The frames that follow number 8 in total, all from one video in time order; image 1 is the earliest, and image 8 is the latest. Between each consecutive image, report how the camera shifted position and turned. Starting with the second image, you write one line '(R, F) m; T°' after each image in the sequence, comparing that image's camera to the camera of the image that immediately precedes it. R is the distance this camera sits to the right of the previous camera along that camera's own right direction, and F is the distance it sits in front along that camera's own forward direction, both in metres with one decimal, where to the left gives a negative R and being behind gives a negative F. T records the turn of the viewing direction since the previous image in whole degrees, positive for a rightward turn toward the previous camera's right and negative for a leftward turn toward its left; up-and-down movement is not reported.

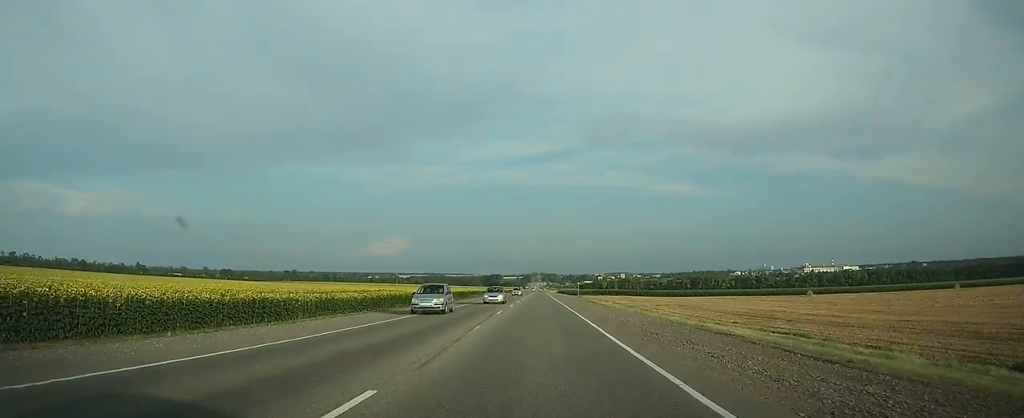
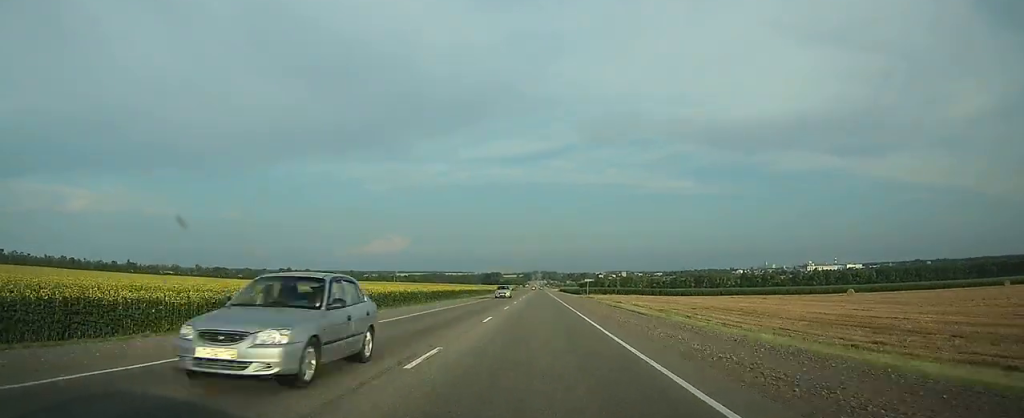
(0.0, +21.5) m; 0°
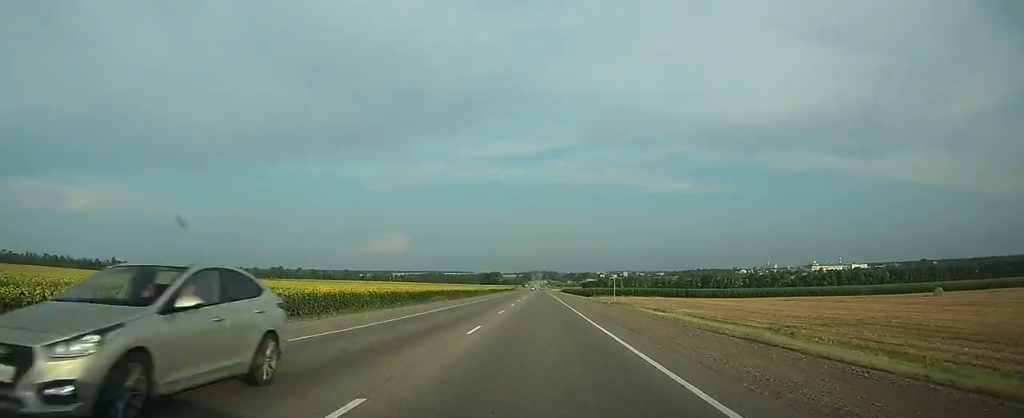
(0.0, +32.2) m; 0°
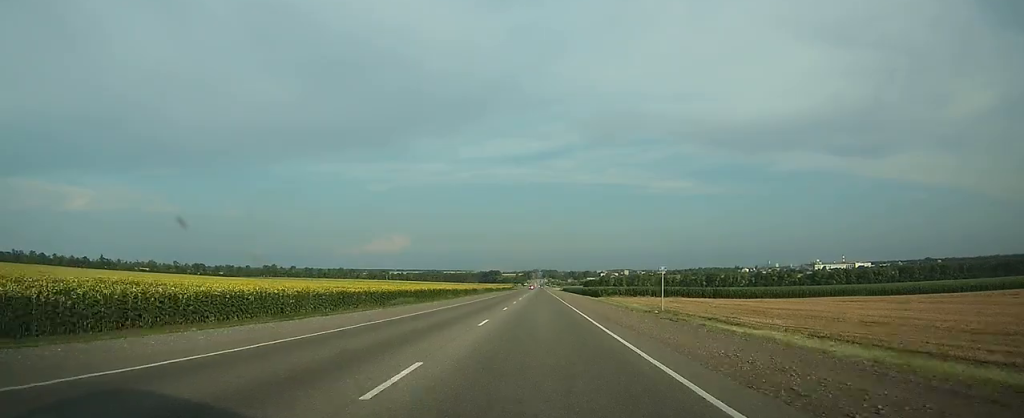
(0.0, +22.9) m; 0°
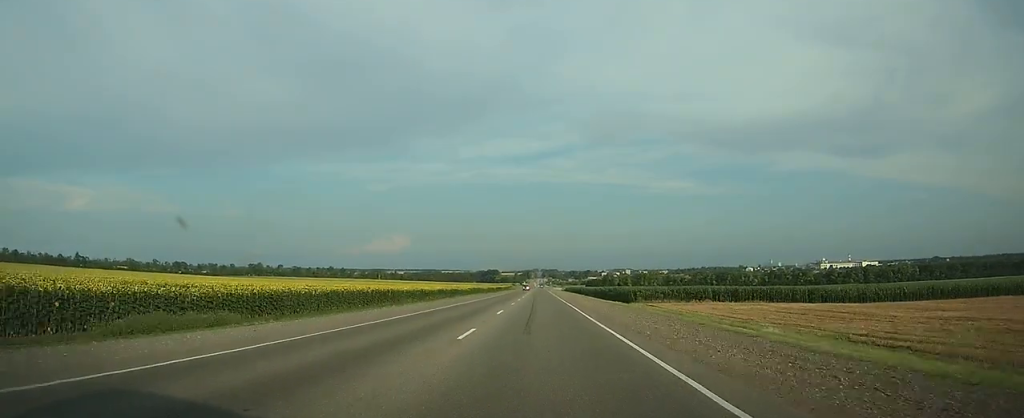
(0.0, +42.0) m; 0°
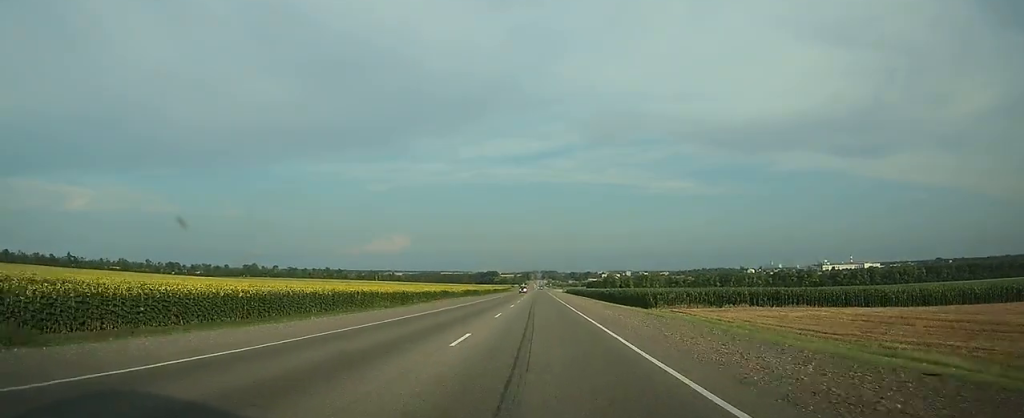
(0.0, +13.3) m; 0°
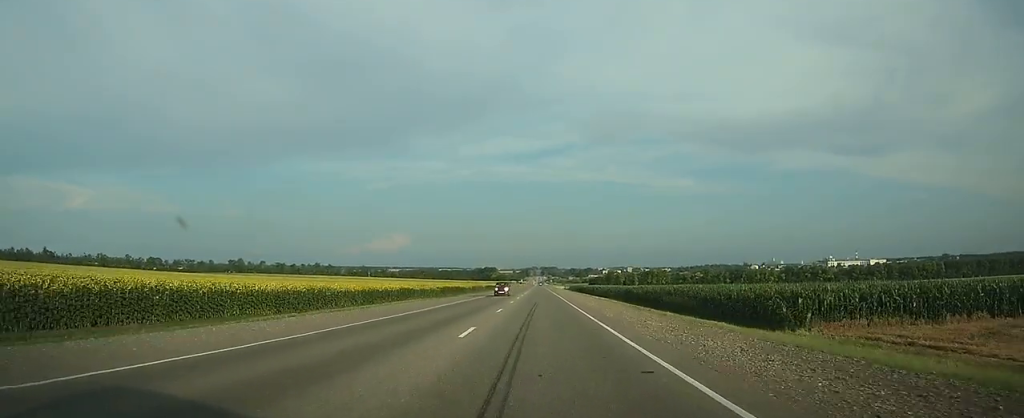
(0.0, +33.9) m; 0°
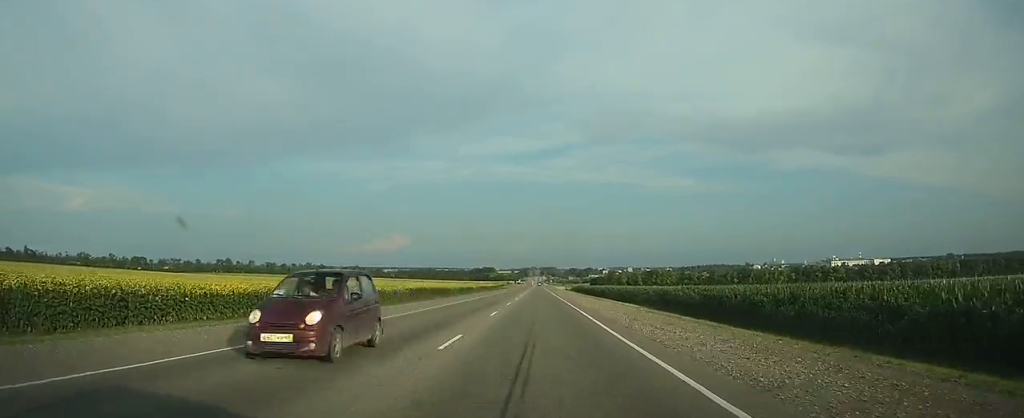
(0.0, +24.9) m; 0°
